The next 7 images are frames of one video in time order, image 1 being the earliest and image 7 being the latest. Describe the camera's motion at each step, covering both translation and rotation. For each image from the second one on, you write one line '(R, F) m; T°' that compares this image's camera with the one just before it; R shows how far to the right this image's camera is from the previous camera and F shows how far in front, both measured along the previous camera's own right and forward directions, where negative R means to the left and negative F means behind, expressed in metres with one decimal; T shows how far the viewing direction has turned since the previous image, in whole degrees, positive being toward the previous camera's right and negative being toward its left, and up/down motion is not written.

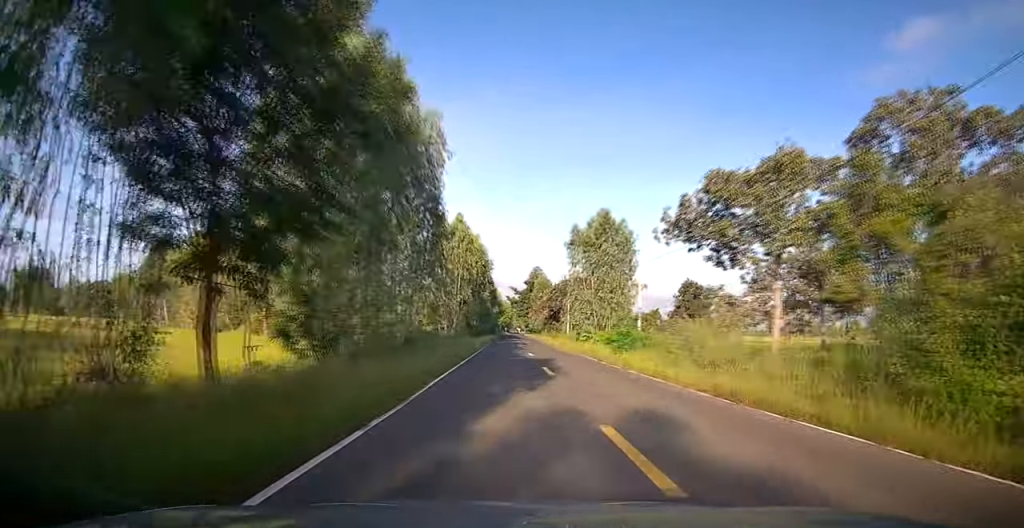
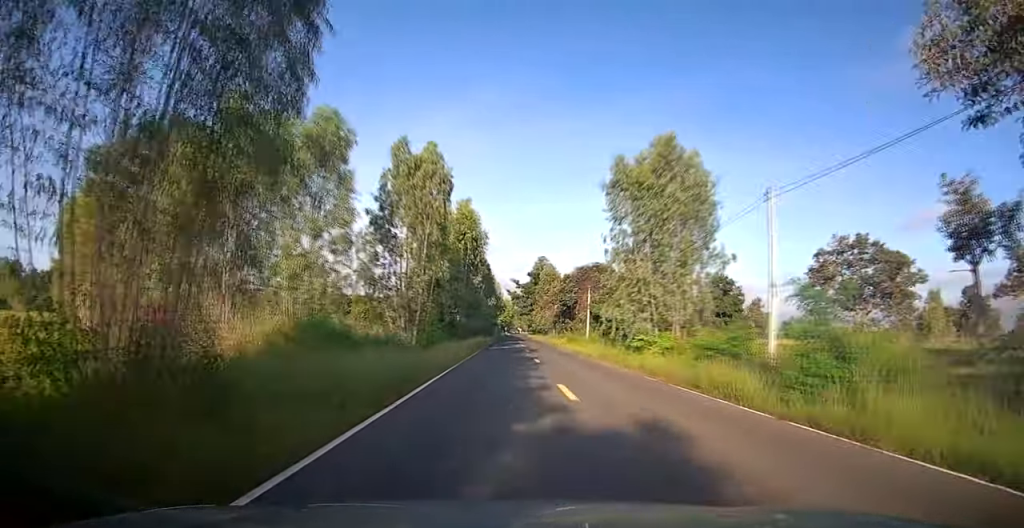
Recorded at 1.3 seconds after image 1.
(0.0, +18.0) m; 0°
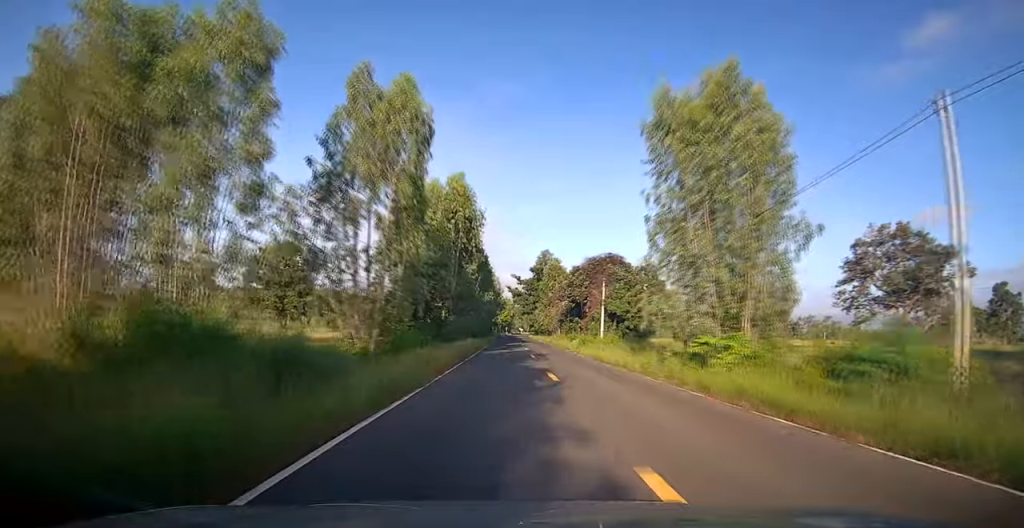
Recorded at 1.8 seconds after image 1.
(+0.1, +8.1) m; 0°
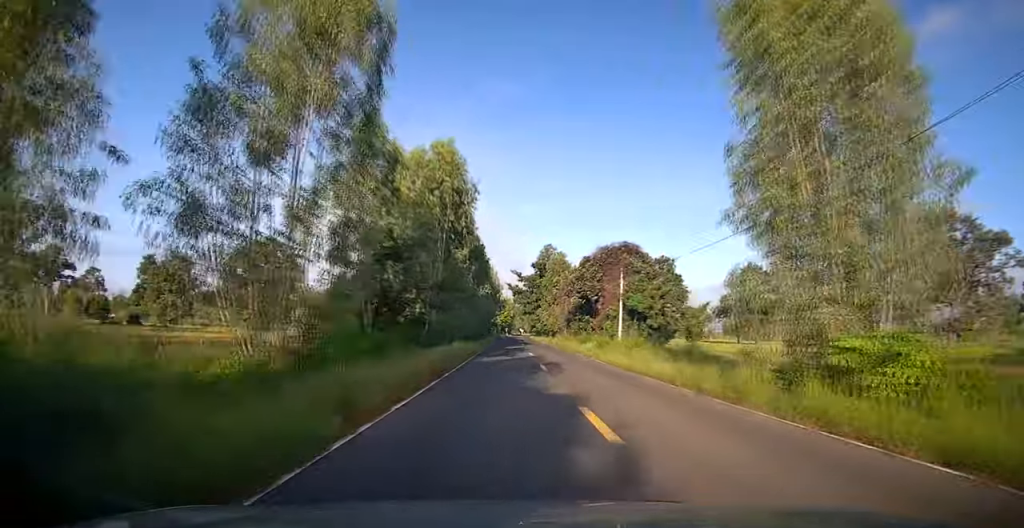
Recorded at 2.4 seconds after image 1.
(0.0, +7.6) m; 0°
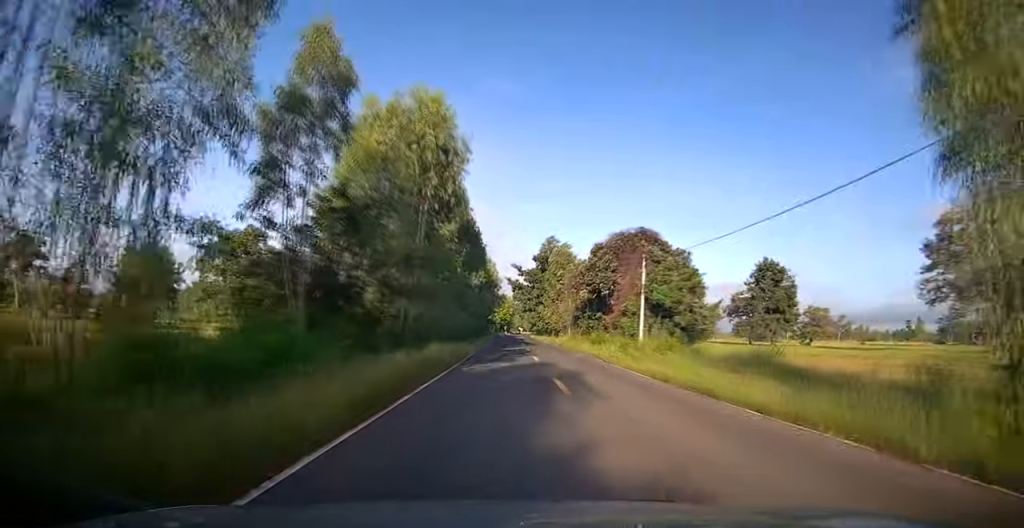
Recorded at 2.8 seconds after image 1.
(0.0, +6.7) m; 0°
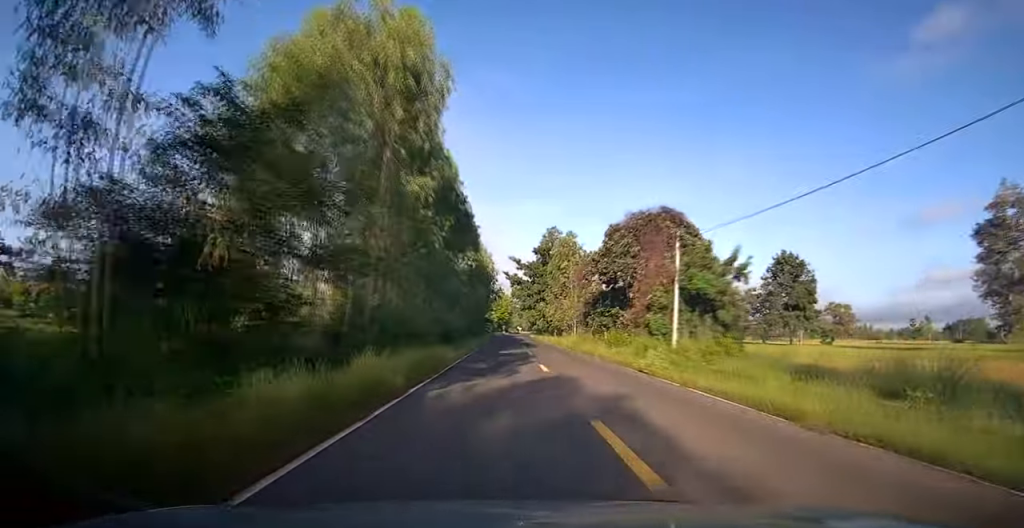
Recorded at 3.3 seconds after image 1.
(0.0, +7.1) m; 0°
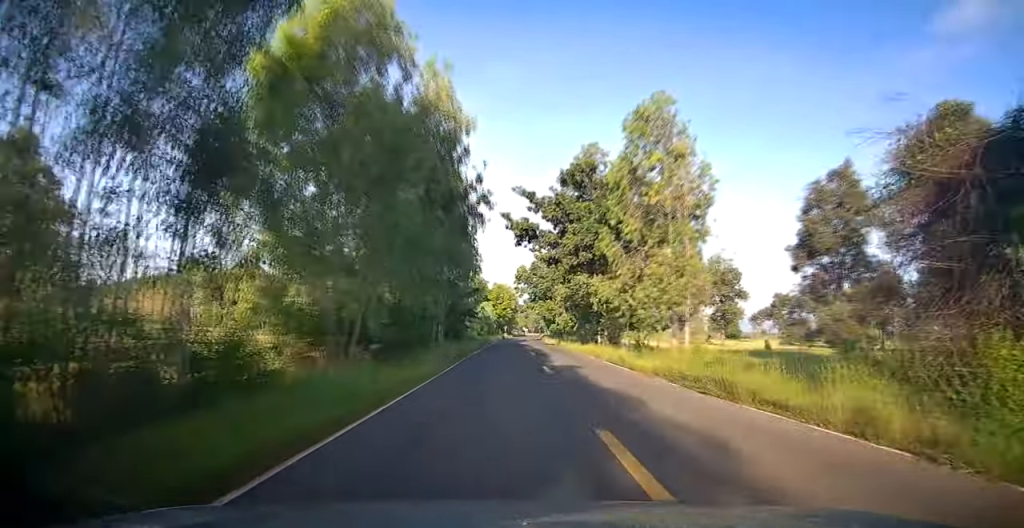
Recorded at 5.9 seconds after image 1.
(+0.4, +36.6) m; 0°
